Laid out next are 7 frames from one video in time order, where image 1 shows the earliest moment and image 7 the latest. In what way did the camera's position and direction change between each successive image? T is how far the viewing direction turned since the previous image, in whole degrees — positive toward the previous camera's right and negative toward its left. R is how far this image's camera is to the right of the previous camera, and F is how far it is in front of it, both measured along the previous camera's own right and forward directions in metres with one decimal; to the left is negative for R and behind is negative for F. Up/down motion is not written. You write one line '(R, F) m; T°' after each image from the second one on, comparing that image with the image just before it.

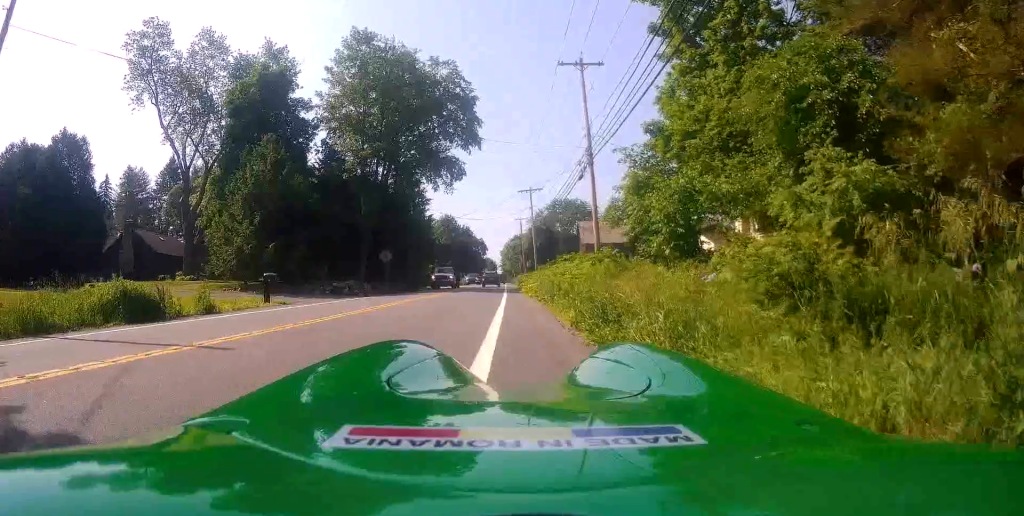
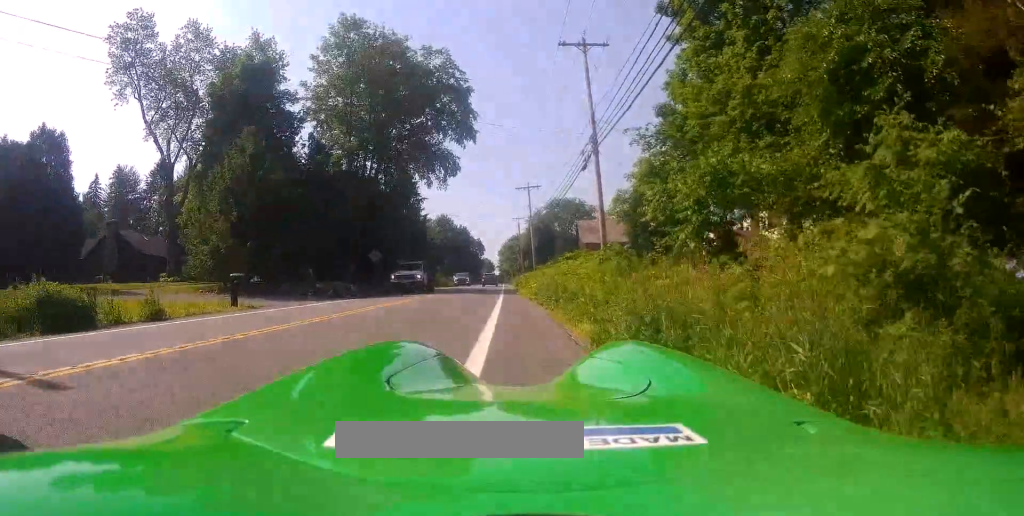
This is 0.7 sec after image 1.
(0.0, +2.9) m; +1°
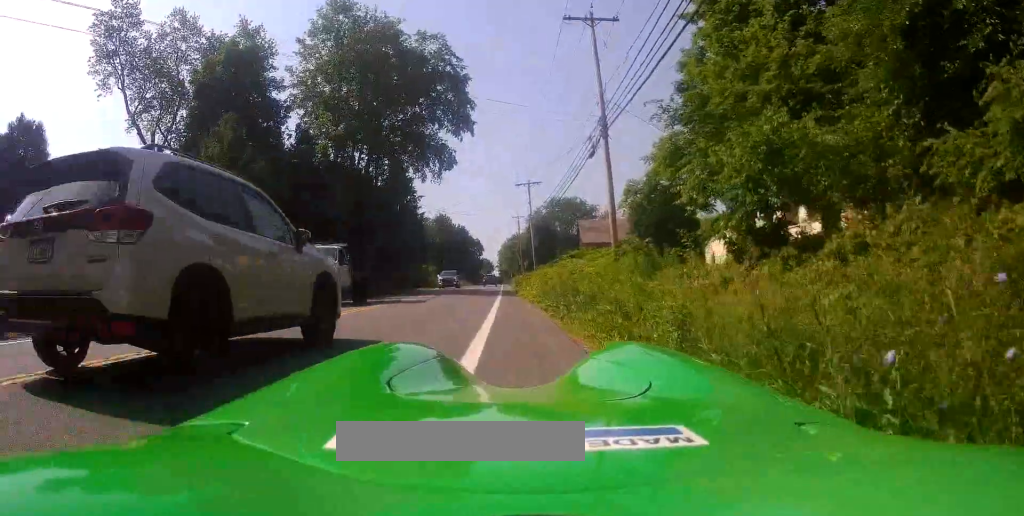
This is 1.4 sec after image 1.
(0.0, +3.2) m; 0°
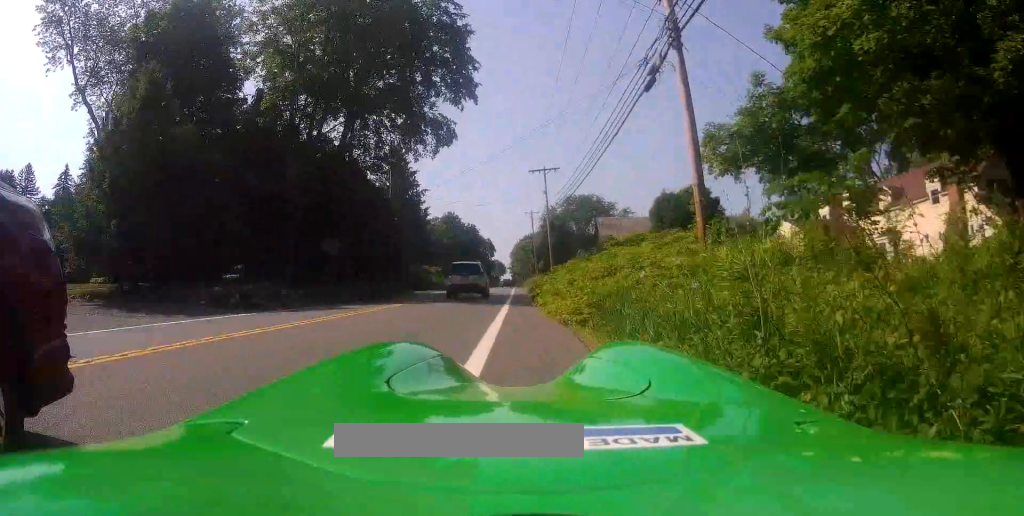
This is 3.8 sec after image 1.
(-0.4, +9.7) m; -5°
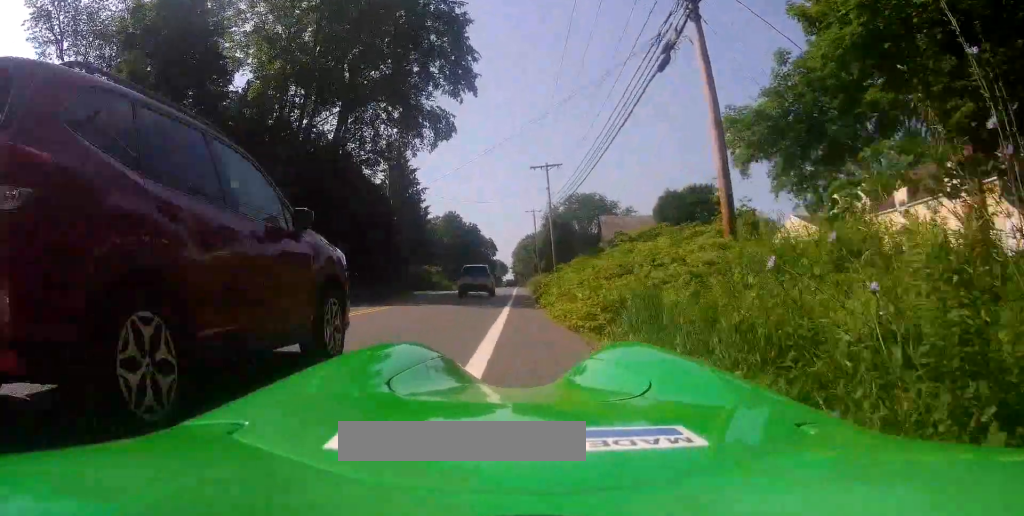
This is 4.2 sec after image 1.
(-0.1, +1.6) m; 0°
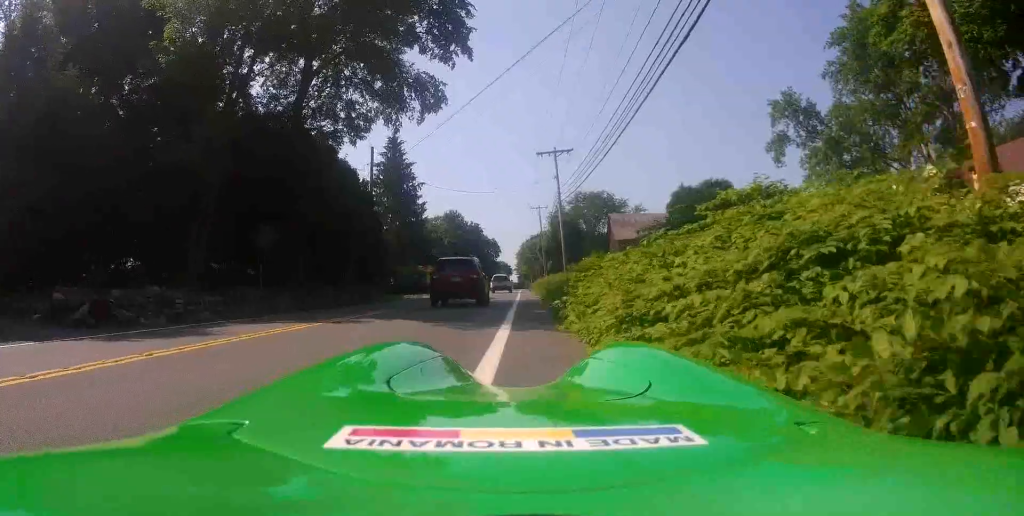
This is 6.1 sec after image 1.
(+0.6, +7.1) m; +5°
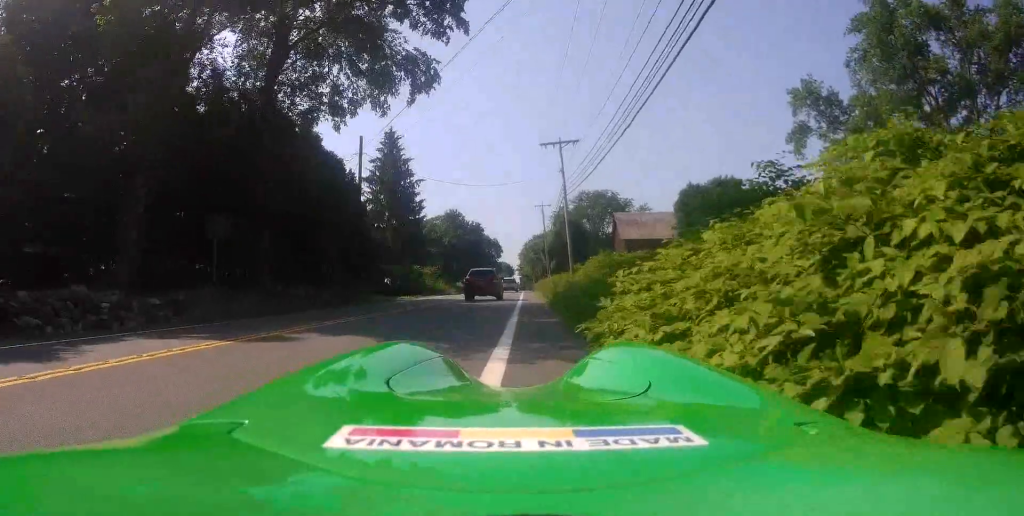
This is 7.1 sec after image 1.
(0.0, +3.9) m; -4°
